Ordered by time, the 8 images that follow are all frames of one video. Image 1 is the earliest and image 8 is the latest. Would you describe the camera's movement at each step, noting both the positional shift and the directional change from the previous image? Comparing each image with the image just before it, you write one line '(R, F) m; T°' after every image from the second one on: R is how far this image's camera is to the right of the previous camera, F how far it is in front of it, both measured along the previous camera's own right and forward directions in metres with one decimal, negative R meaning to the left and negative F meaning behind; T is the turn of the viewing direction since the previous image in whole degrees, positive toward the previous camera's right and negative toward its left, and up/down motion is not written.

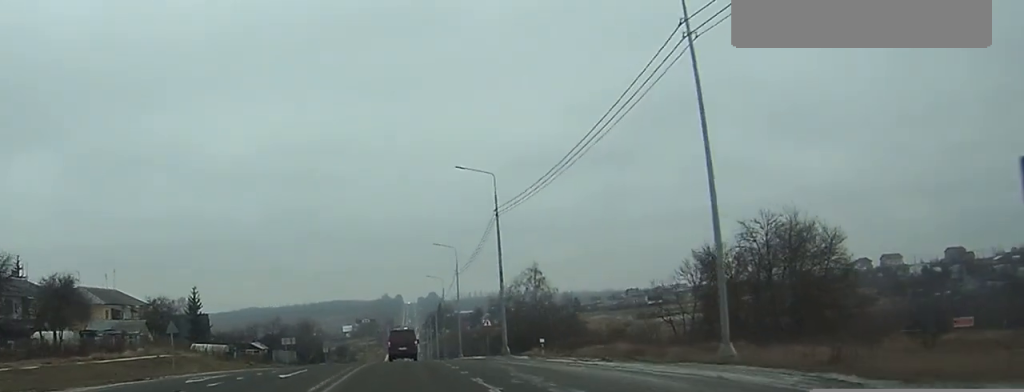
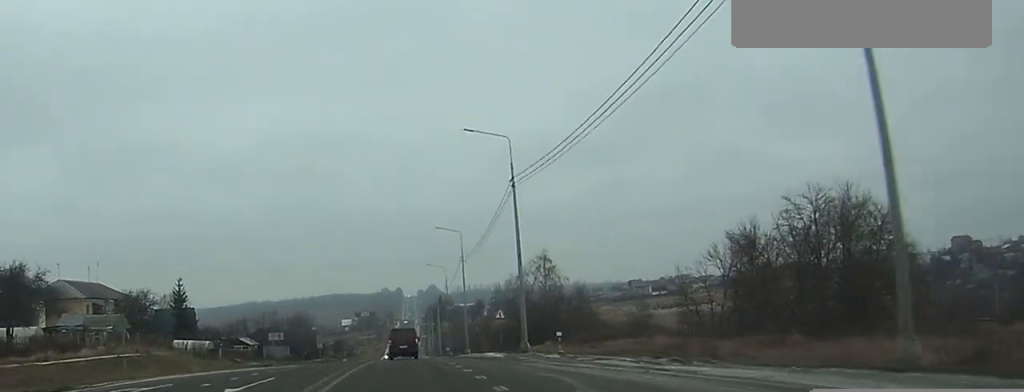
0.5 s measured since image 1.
(0.0, +9.2) m; 0°
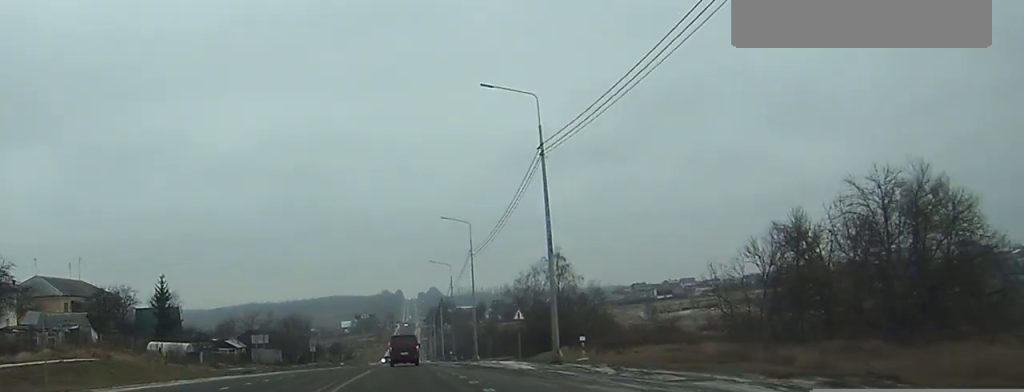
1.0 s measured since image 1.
(0.0, +9.8) m; 0°
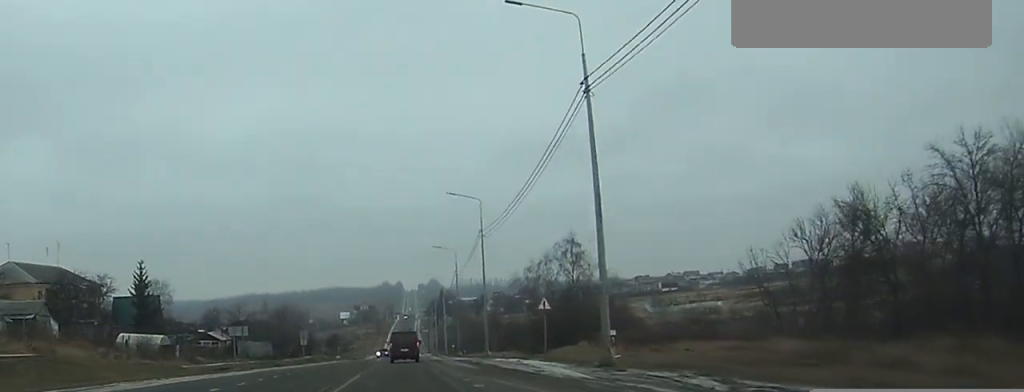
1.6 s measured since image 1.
(0.0, +9.8) m; 0°
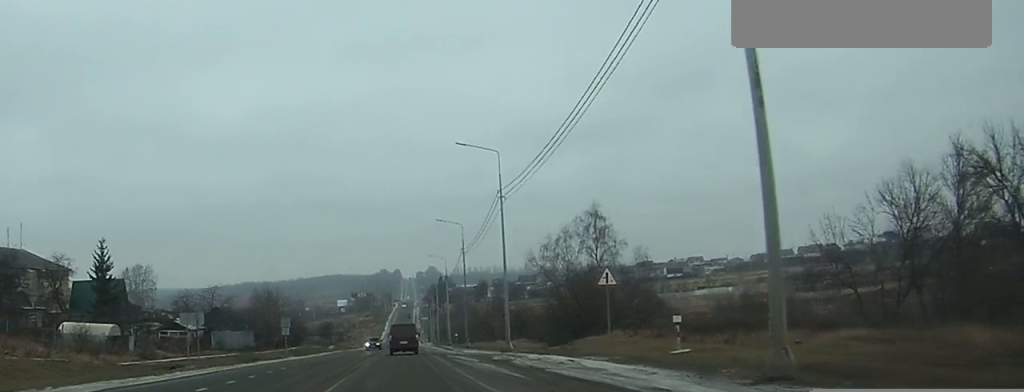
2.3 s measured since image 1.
(0.0, +14.0) m; 0°
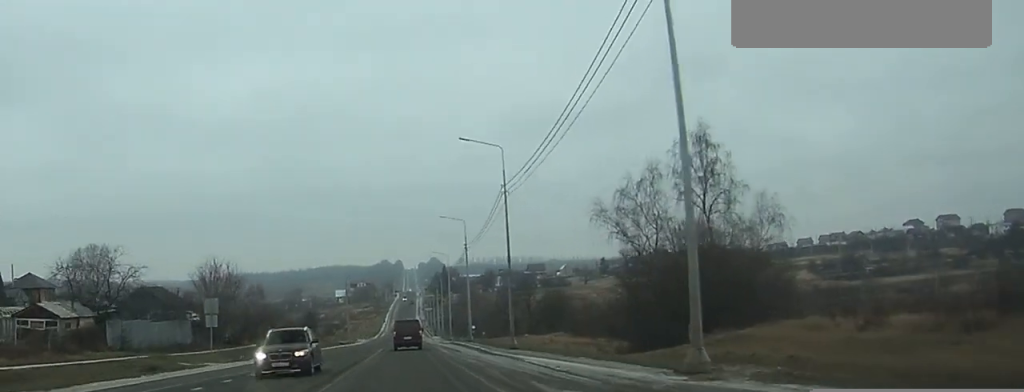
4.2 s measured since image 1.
(0.0, +33.3) m; 0°
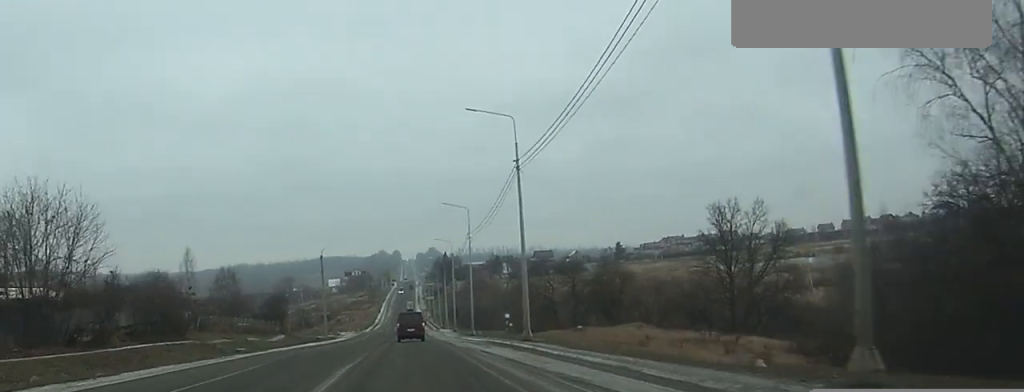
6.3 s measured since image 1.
(-0.2, +39.4) m; 0°
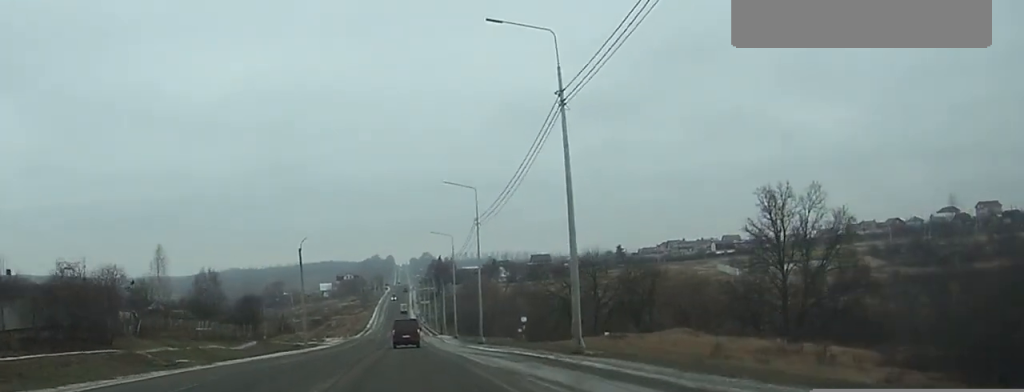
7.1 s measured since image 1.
(0.0, +14.7) m; 0°
